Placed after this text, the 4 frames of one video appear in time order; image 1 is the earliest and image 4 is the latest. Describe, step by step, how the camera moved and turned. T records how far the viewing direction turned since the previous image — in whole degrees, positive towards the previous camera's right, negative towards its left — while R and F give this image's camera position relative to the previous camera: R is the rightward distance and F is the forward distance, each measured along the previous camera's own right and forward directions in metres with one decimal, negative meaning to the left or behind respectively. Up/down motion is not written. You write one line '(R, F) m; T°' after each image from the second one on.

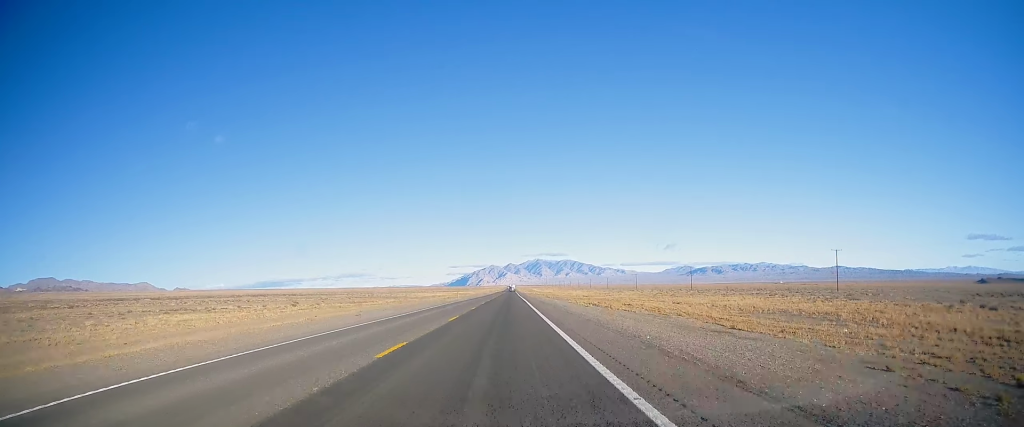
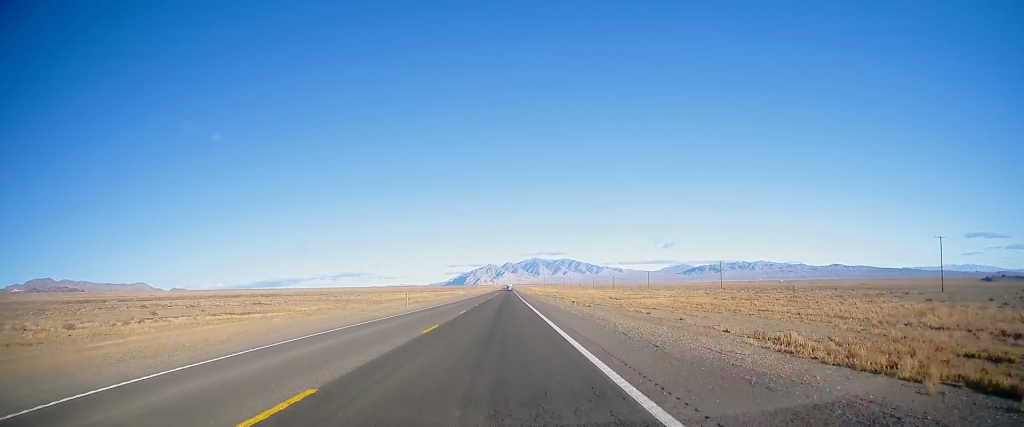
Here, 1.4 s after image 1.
(+0.2, +42.8) m; 0°
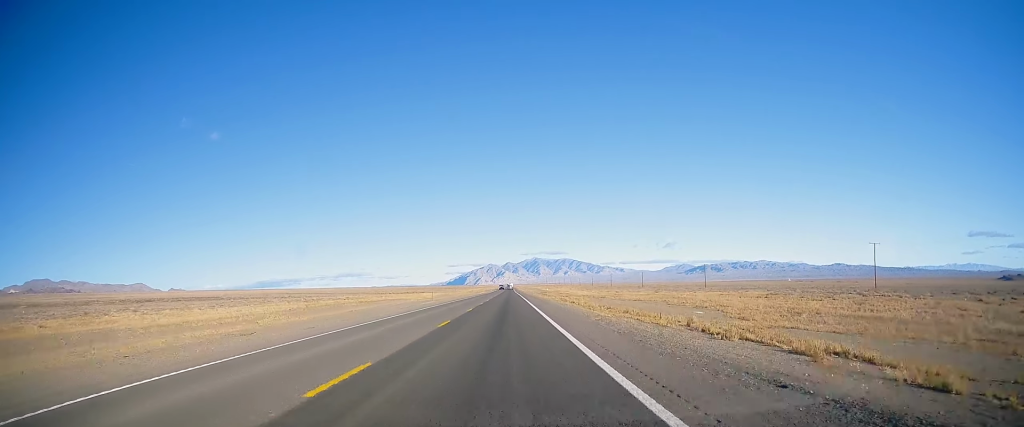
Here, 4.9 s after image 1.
(0.0, +105.9) m; -1°
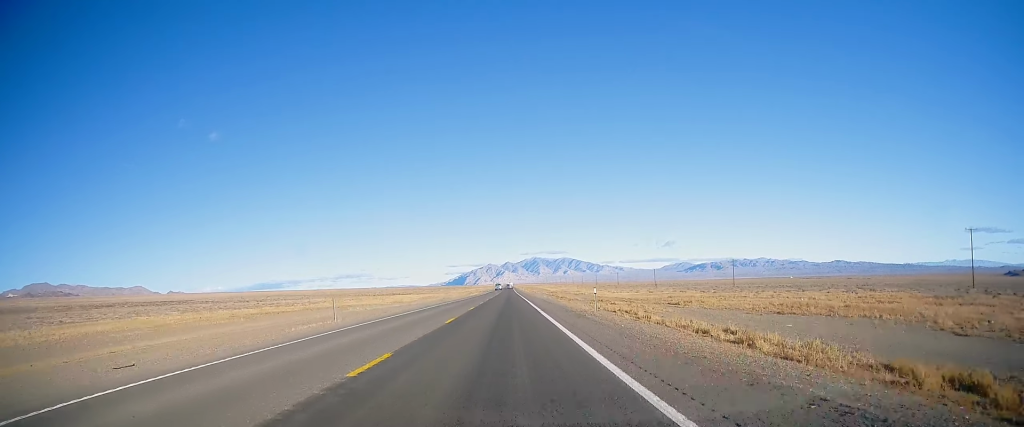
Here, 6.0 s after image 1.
(-0.3, +35.0) m; +1°
